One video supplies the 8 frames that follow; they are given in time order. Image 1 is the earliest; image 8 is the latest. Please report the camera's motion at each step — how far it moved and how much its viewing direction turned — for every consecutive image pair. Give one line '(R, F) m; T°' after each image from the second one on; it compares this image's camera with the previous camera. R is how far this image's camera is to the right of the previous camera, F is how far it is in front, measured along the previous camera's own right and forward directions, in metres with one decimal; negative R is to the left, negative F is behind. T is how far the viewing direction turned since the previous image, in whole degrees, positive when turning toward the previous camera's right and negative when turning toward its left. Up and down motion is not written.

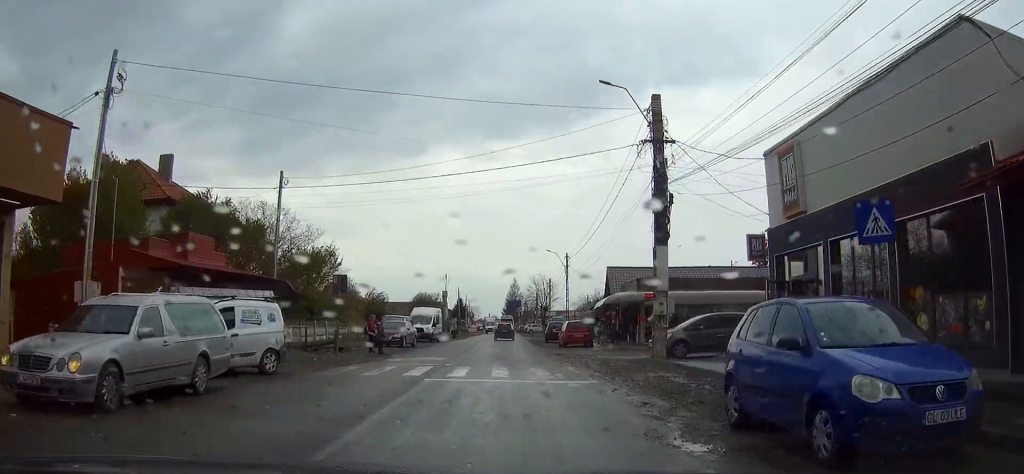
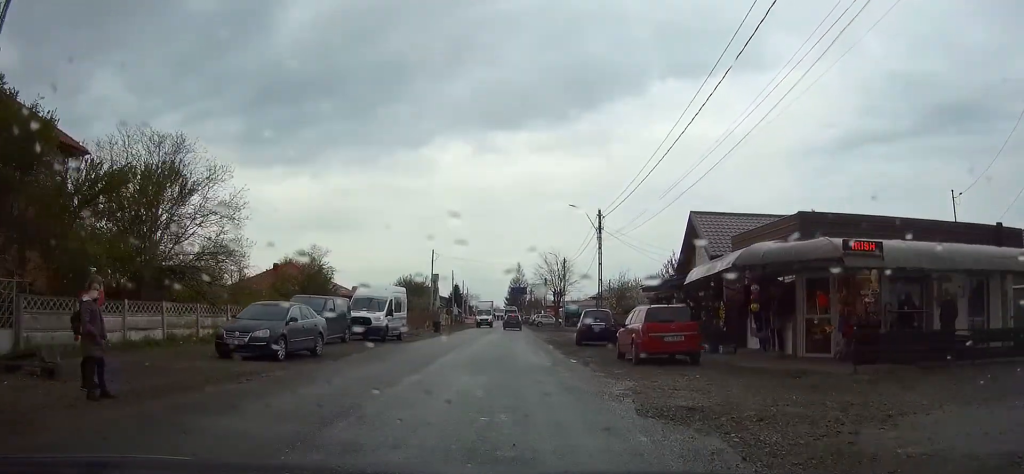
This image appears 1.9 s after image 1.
(+0.2, +22.1) m; 0°
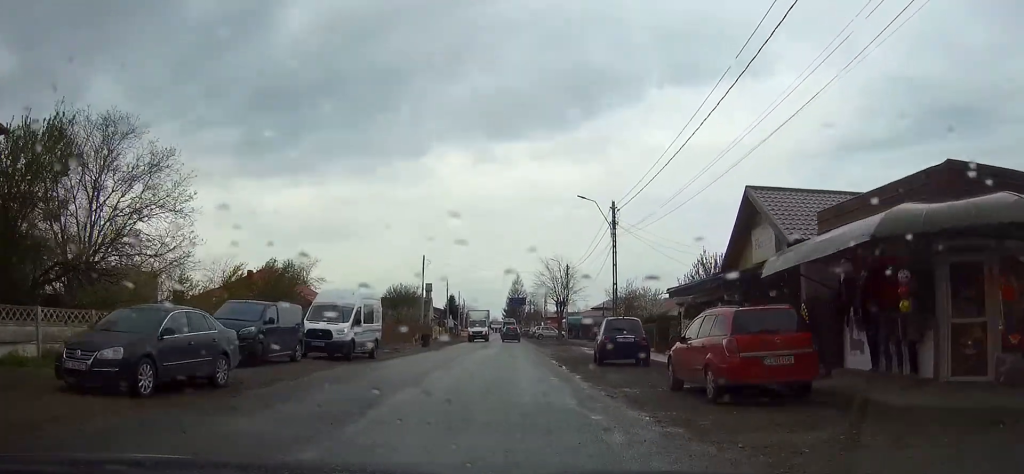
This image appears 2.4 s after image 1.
(0.0, +6.9) m; 0°
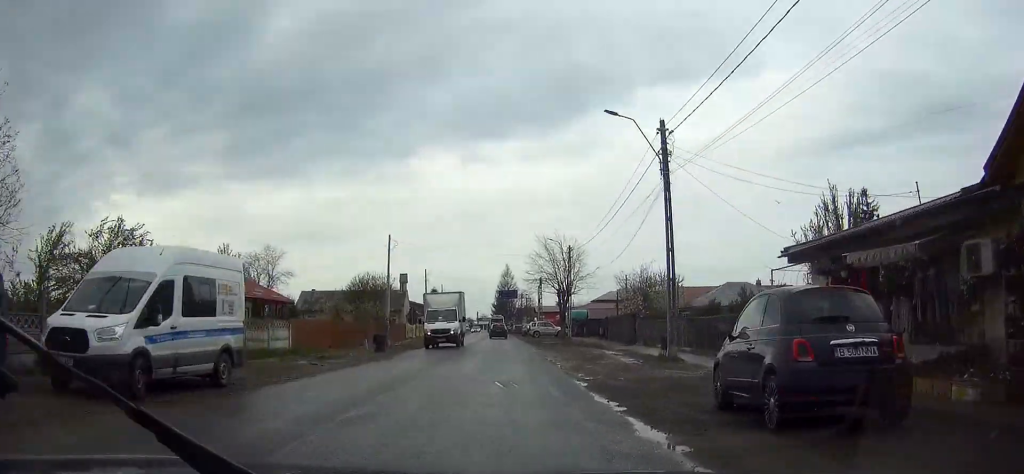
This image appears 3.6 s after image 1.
(0.0, +15.1) m; 0°
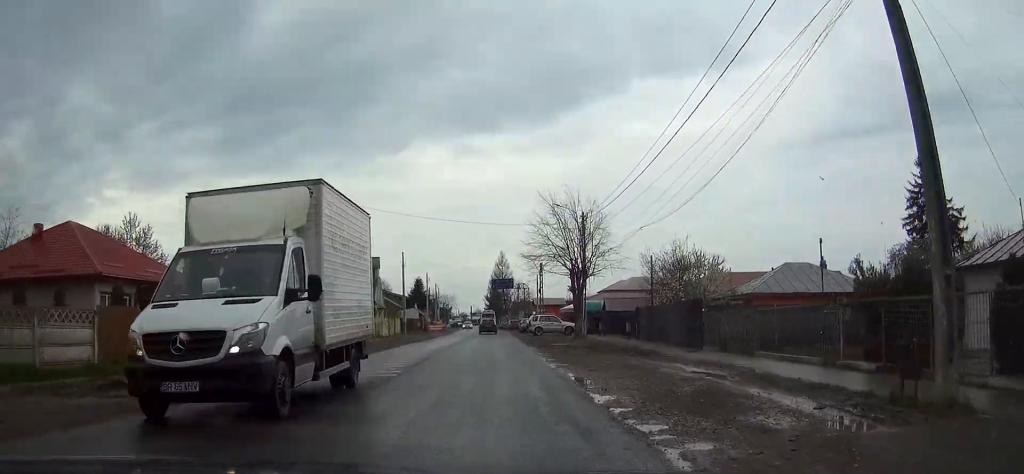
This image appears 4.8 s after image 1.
(0.0, +15.6) m; 0°
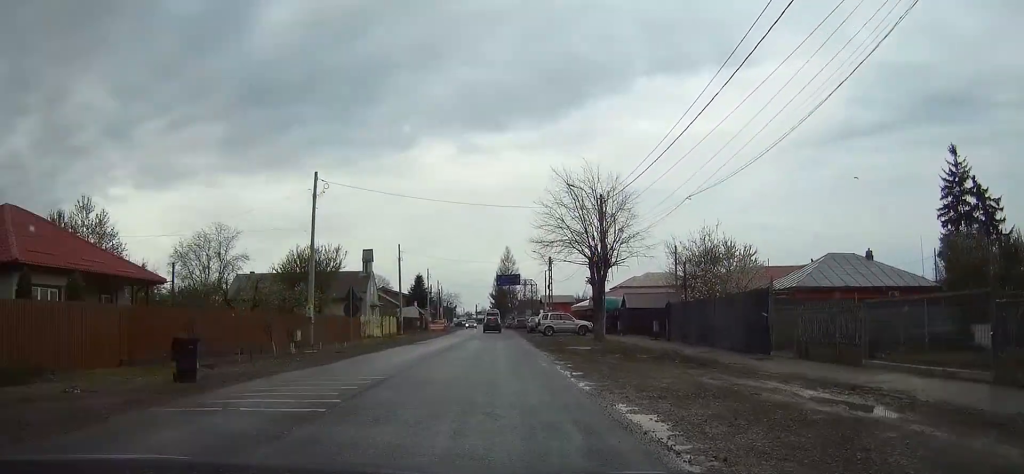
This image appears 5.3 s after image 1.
(0.0, +6.5) m; 0°
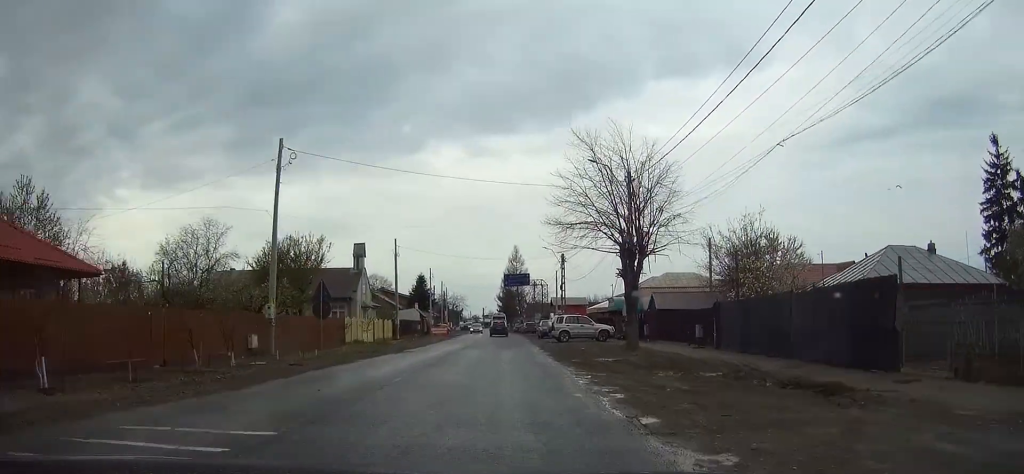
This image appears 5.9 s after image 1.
(0.0, +7.0) m; 0°
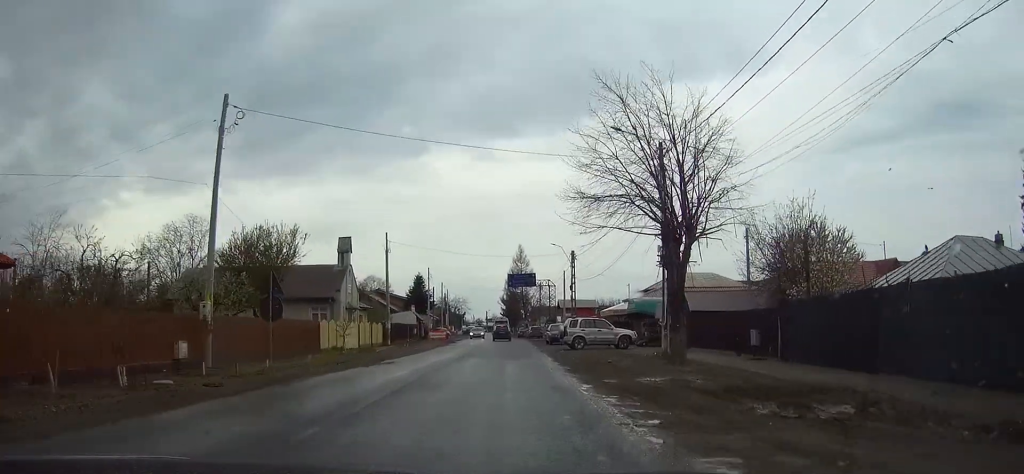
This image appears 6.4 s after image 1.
(0.0, +6.5) m; 0°
